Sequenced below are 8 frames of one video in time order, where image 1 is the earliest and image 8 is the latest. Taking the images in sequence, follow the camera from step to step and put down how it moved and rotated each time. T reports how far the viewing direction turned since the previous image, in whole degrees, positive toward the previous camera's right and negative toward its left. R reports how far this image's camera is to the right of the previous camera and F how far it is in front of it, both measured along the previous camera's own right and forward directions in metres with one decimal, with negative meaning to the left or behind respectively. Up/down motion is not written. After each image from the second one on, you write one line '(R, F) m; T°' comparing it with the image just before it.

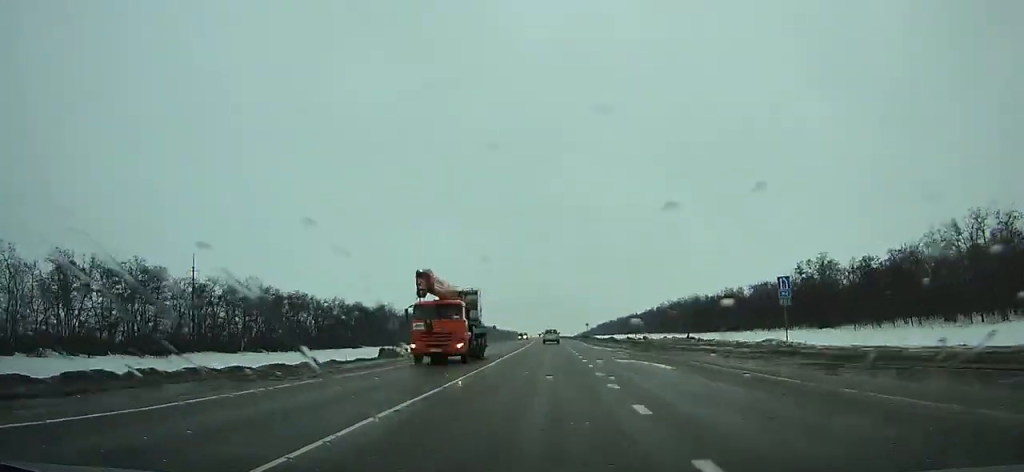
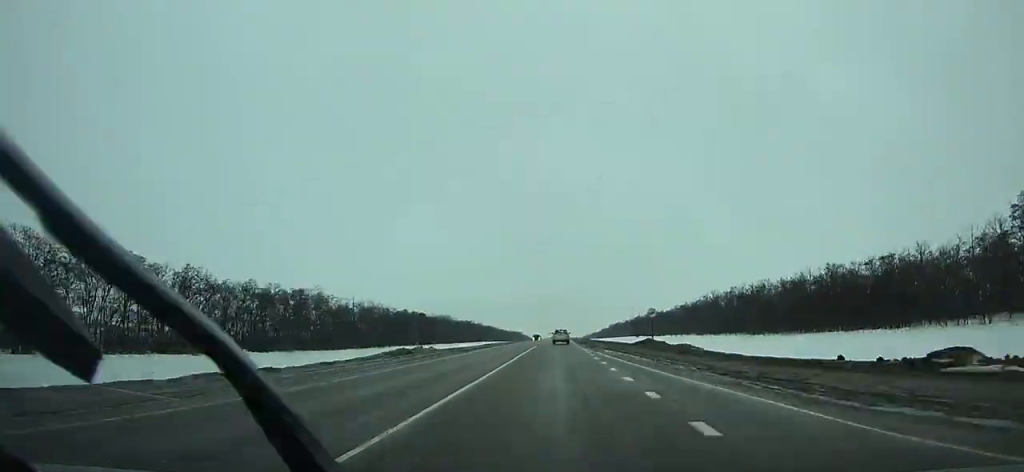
(+0.1, +66.4) m; 0°
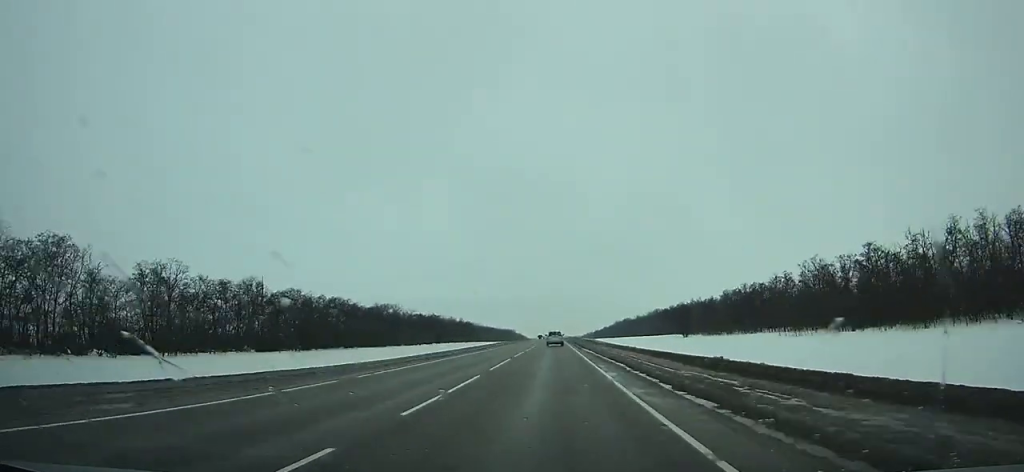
(-0.1, +88.8) m; 0°
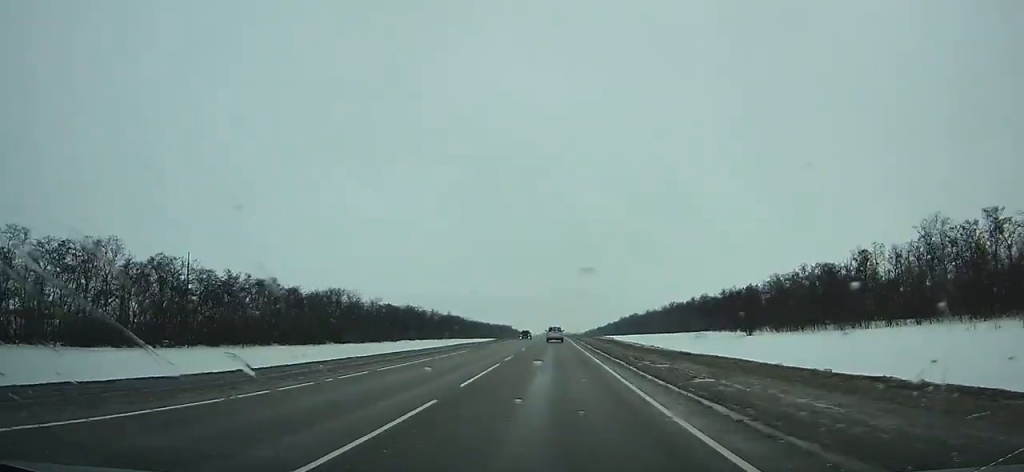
(0.0, +43.5) m; 0°
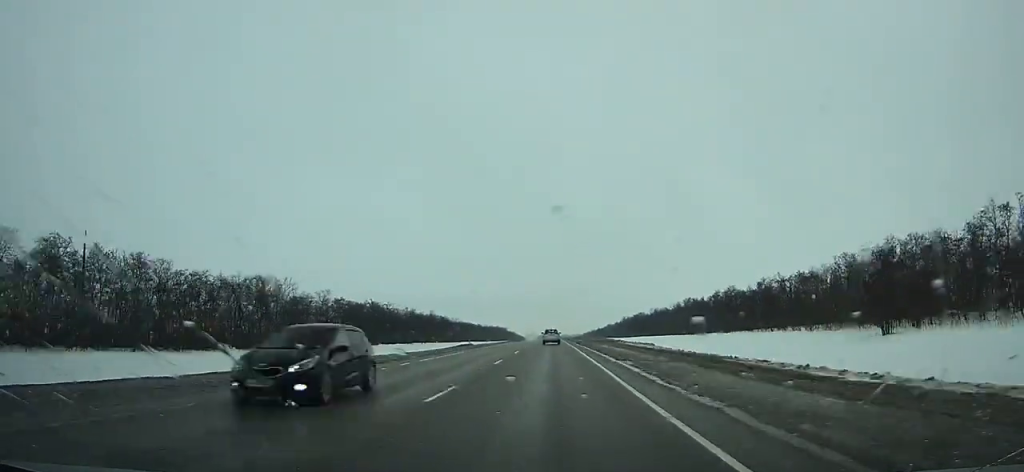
(+0.2, +38.8) m; 0°
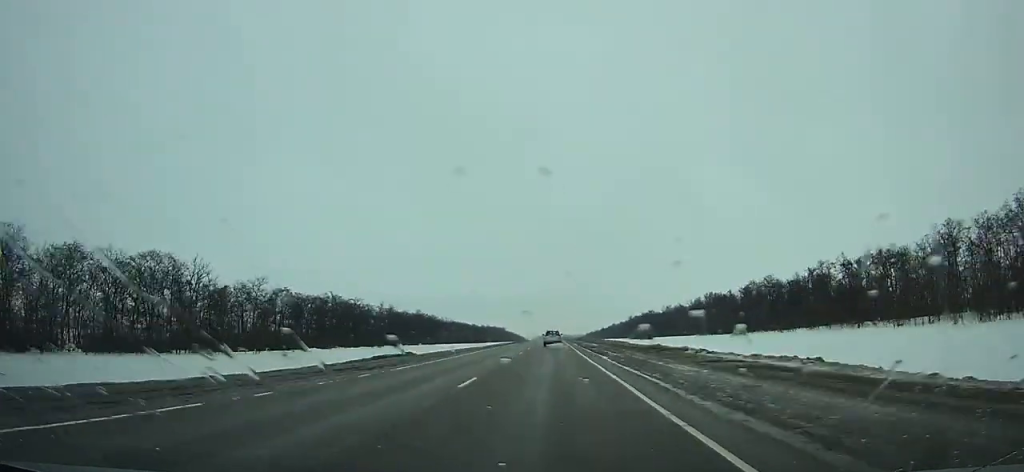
(0.0, +31.2) m; 0°
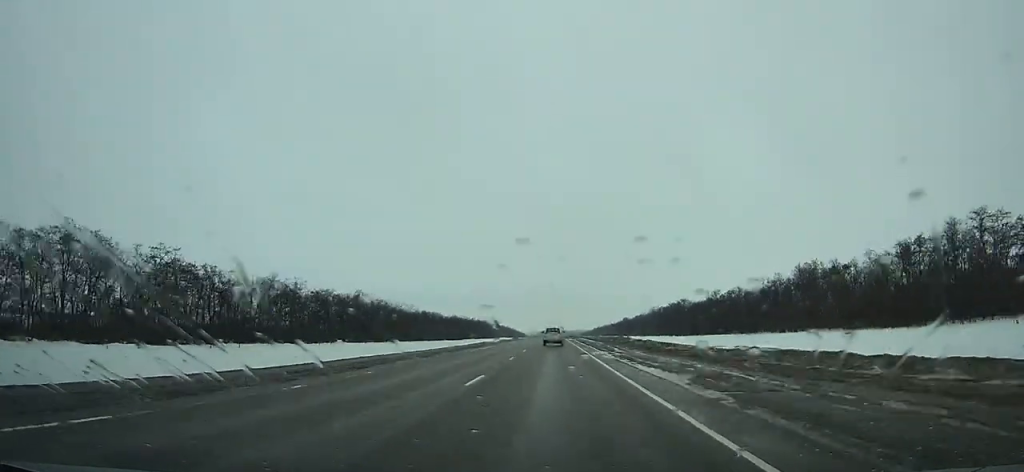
(0.0, +82.3) m; 0°
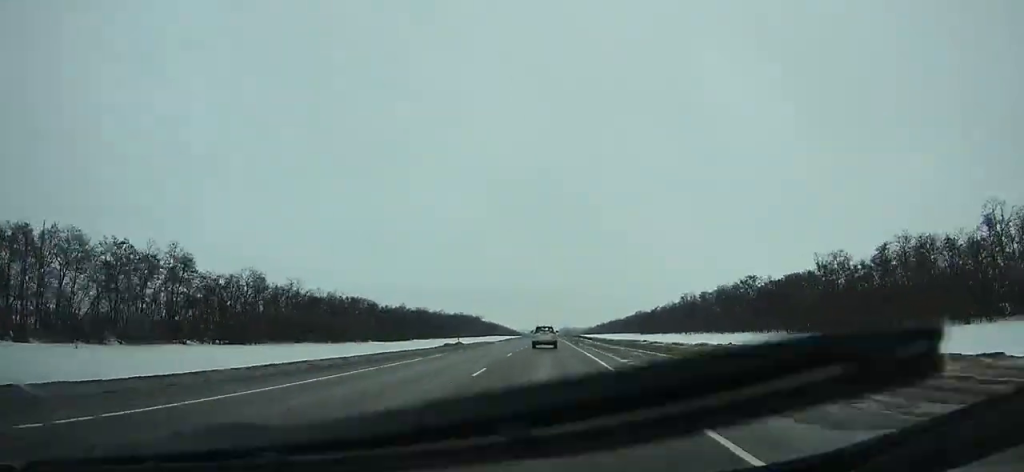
(+0.1, +91.9) m; 0°
